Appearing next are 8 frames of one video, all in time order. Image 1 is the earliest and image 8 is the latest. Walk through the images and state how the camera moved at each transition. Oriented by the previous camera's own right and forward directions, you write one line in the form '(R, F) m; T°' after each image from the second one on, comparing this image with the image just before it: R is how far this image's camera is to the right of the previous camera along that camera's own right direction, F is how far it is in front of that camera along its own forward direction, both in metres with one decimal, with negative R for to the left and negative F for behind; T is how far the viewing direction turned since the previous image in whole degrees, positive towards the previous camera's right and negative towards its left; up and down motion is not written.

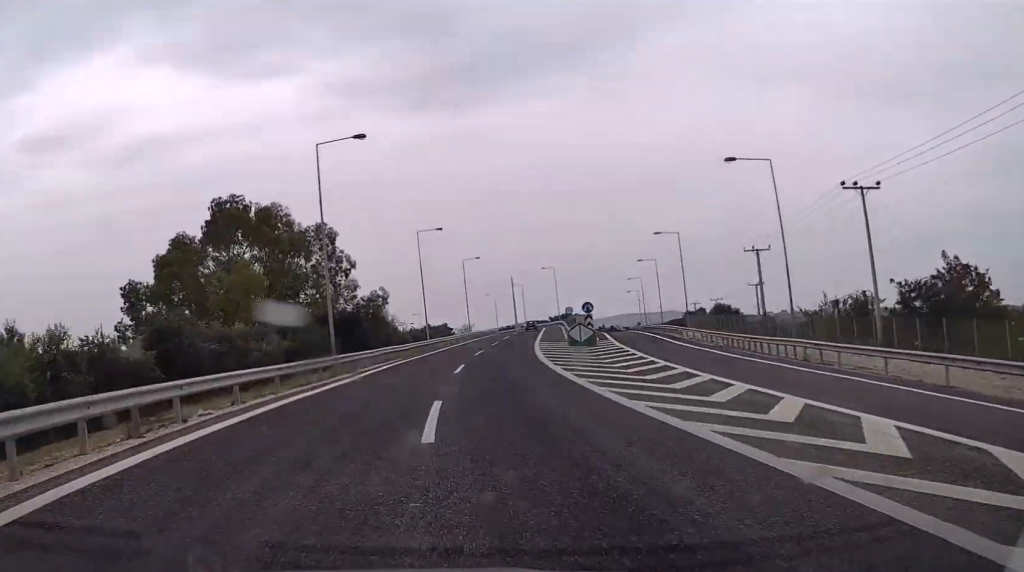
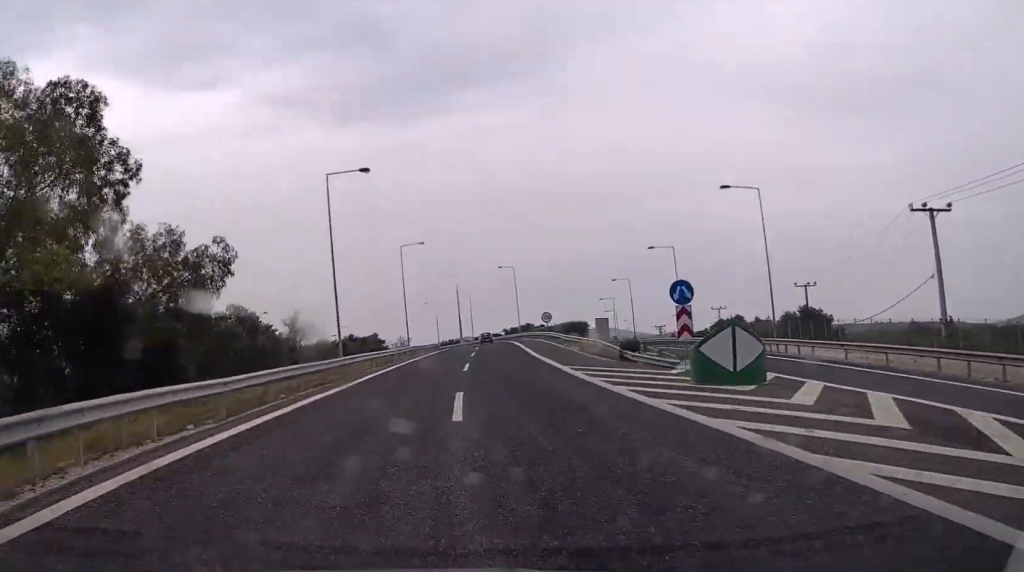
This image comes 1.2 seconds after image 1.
(+2.3, +32.6) m; +7°
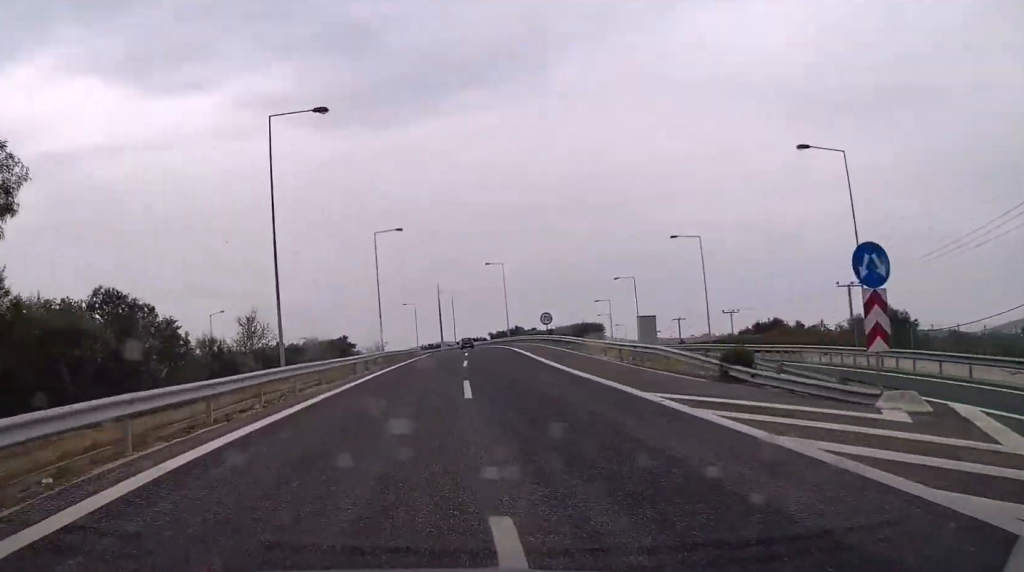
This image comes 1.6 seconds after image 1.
(+0.4, +13.2) m; +1°
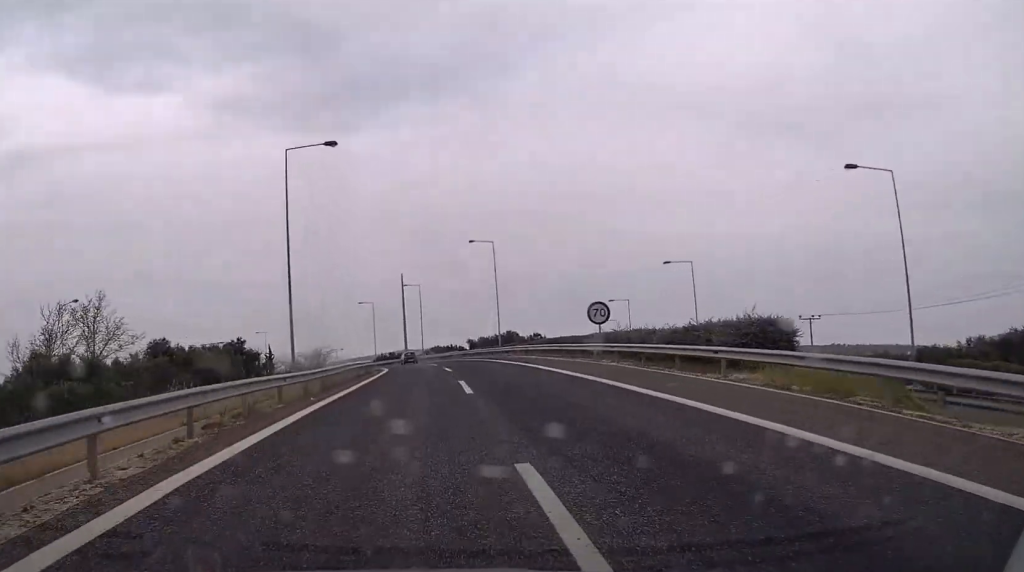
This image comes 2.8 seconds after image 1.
(+0.9, +33.7) m; +3°
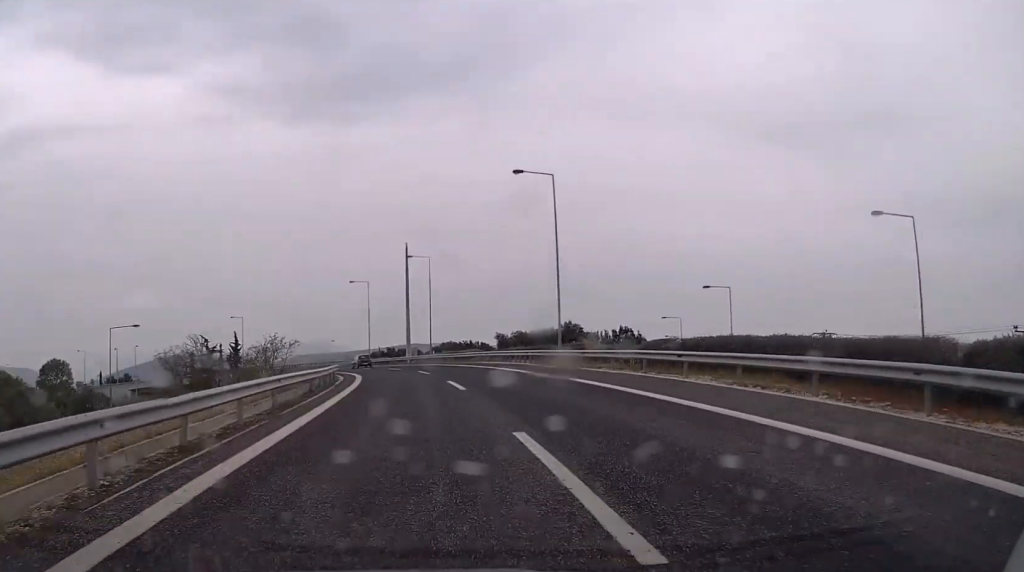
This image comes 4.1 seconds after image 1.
(+0.6, +34.4) m; +1°
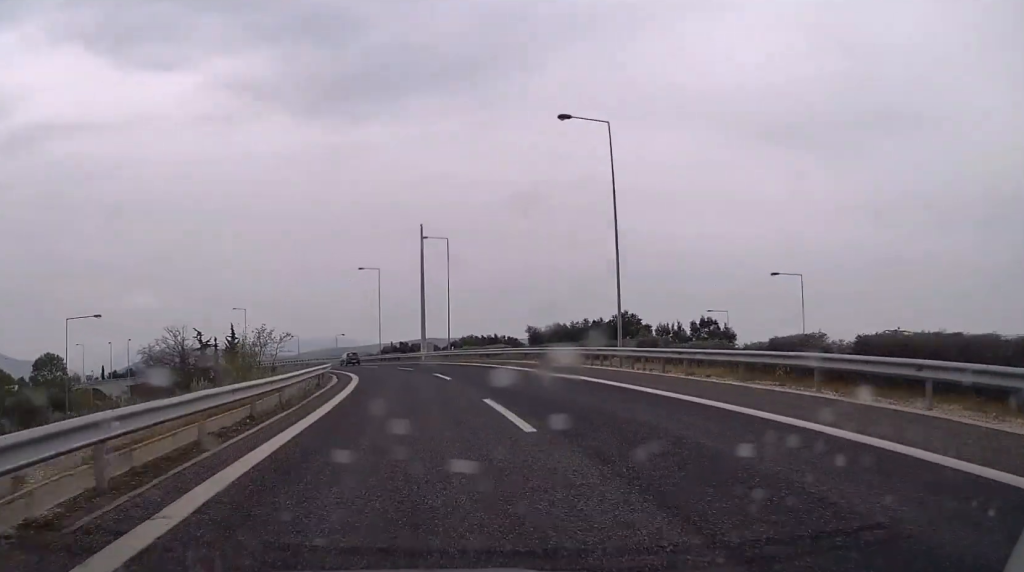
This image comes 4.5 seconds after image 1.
(0.0, +12.0) m; -1°
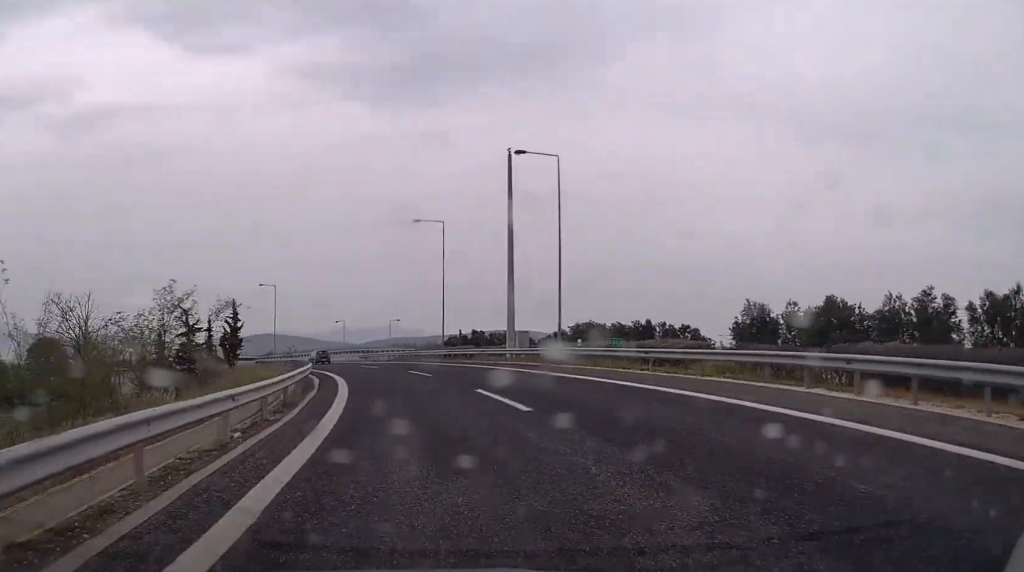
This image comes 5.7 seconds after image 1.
(-0.9, +33.4) m; -4°
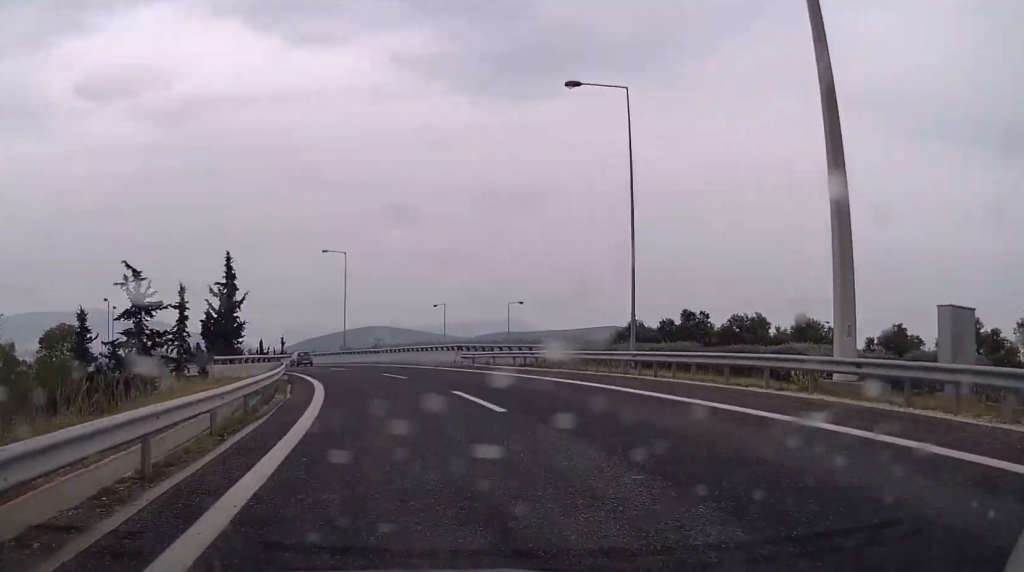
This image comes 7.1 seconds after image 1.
(-1.4, +35.8) m; -7°
